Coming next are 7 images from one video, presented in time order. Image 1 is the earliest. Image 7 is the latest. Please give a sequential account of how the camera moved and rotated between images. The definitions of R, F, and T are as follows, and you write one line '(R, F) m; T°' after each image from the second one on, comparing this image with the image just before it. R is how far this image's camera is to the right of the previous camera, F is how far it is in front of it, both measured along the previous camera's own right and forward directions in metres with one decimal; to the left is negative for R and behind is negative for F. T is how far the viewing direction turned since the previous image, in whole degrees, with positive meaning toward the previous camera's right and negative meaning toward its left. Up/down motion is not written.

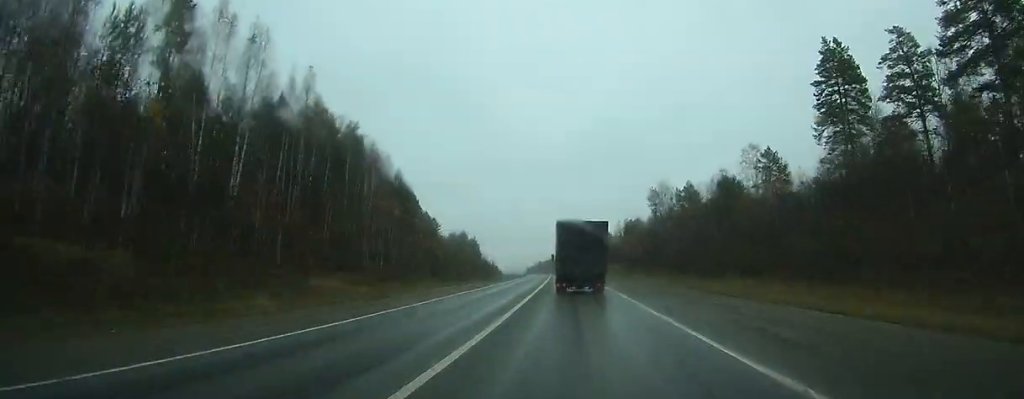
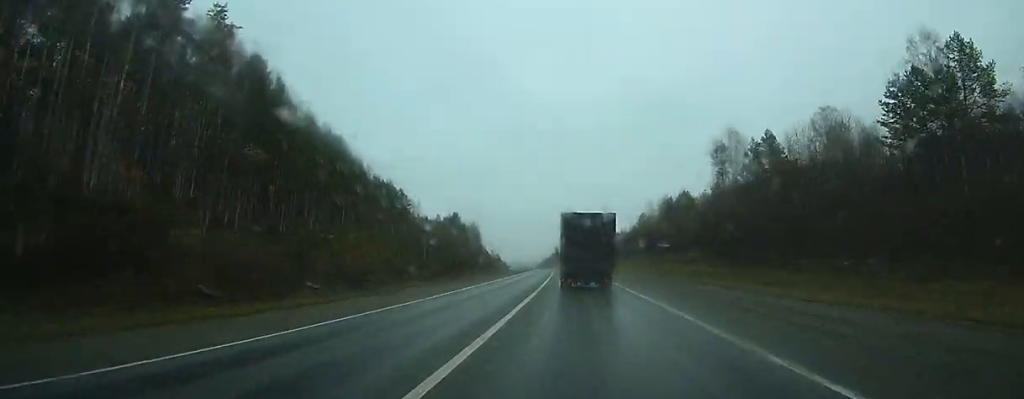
(-0.7, +59.8) m; -2°
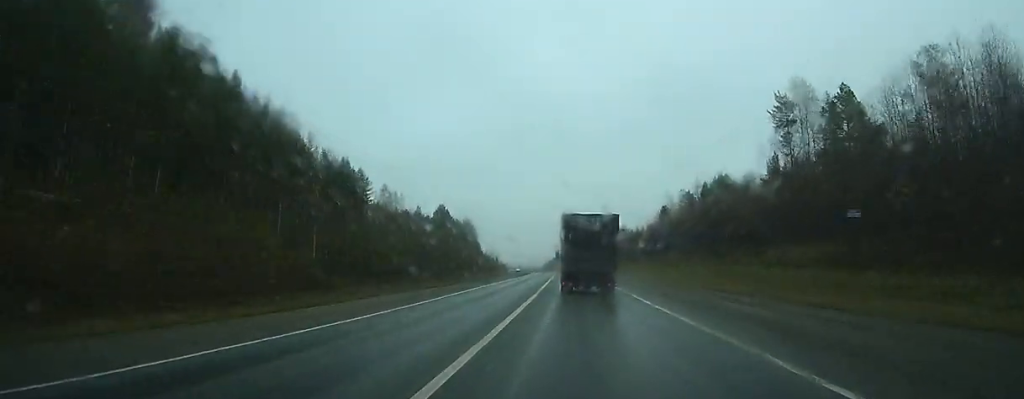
(-0.5, +33.1) m; -1°
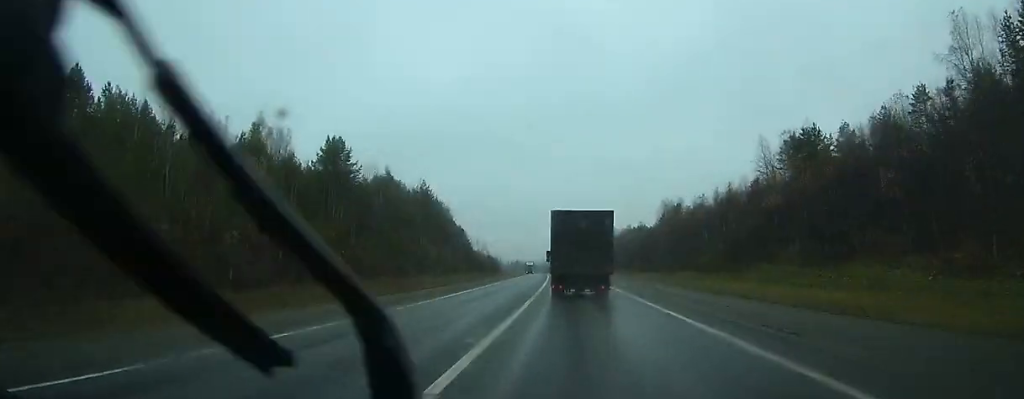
(-1.8, +94.2) m; -2°
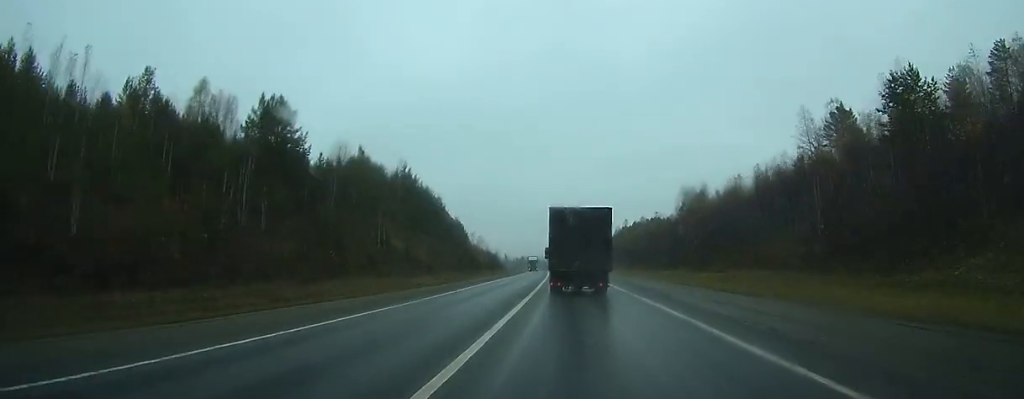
(0.0, +21.9) m; 0°
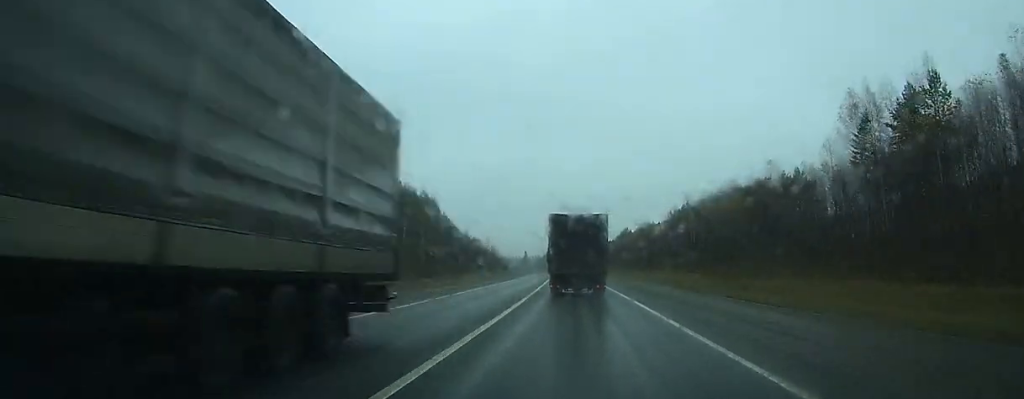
(-1.7, +86.7) m; -2°
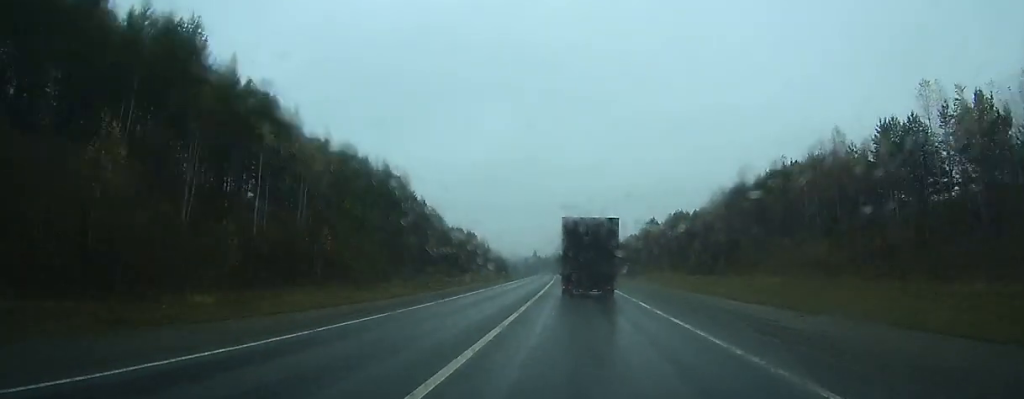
(-0.5, +41.3) m; -1°
